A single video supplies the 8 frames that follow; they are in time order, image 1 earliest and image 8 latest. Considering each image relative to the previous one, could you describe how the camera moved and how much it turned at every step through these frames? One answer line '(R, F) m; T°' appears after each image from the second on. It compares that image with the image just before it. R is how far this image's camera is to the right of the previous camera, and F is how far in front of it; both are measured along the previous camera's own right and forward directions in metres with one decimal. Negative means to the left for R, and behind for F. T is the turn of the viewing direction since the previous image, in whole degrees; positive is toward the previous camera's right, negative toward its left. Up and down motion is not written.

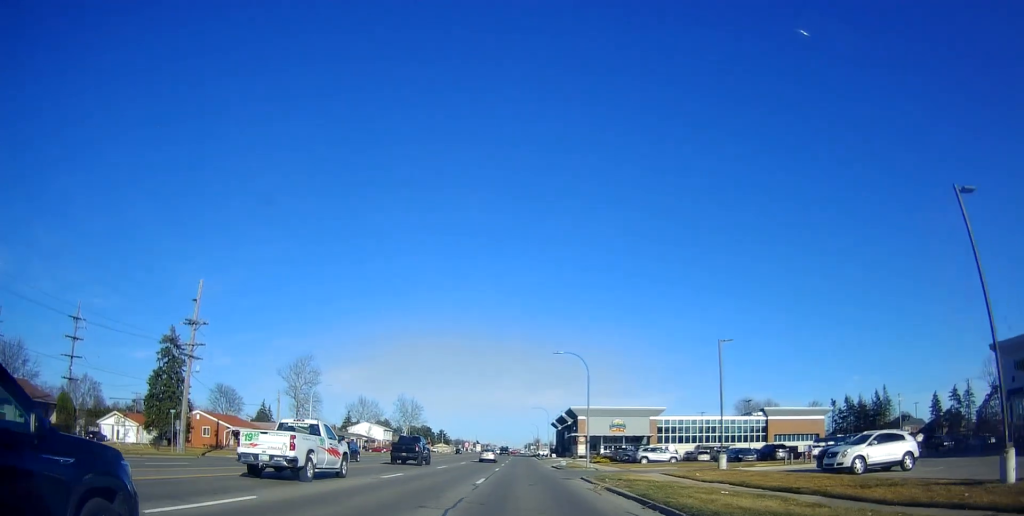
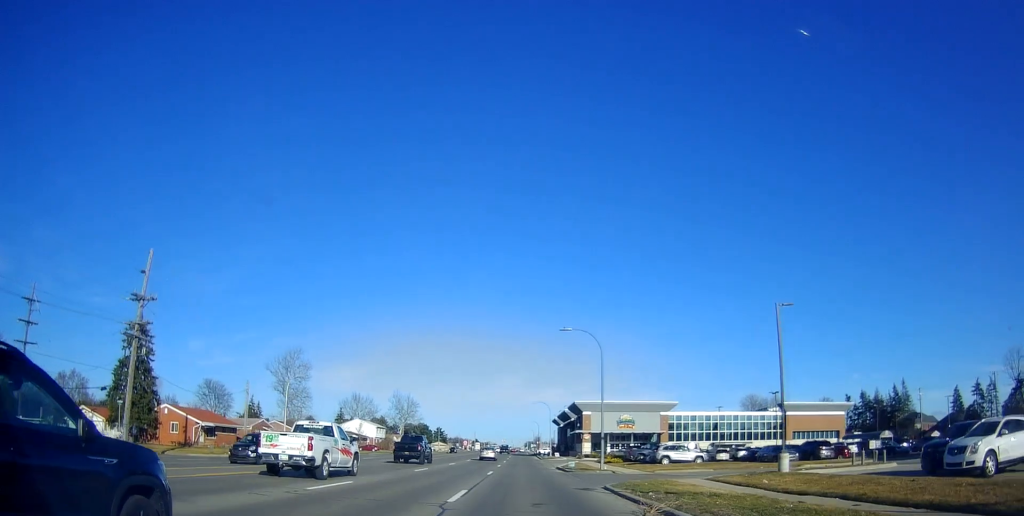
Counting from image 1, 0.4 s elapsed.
(0.0, +7.9) m; +1°
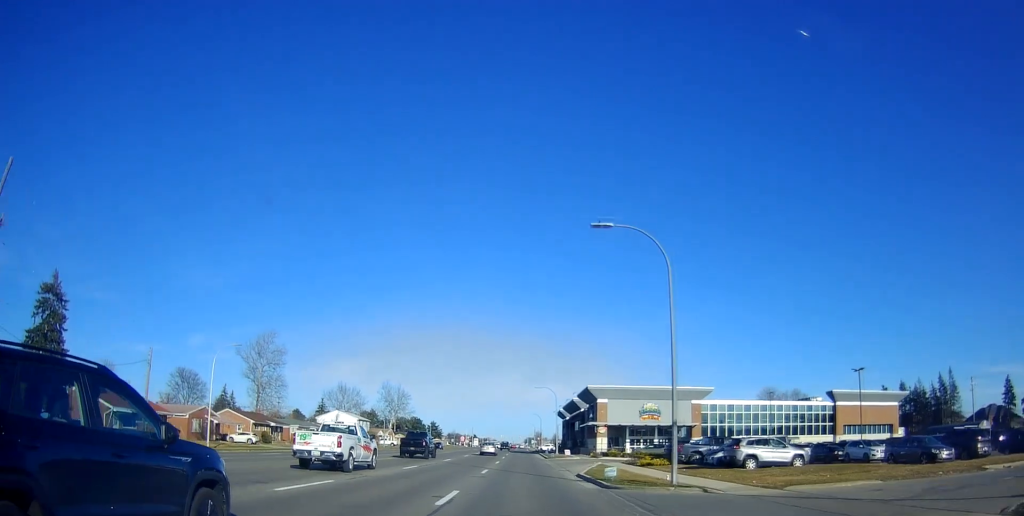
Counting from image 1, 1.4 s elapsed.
(+0.2, +17.2) m; +2°
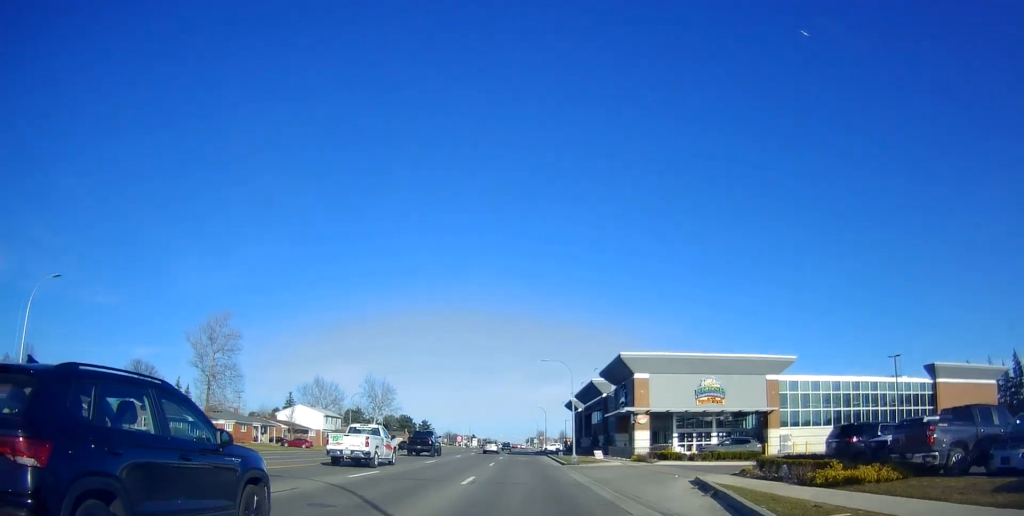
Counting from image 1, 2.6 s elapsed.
(+0.4, +23.5) m; +1°
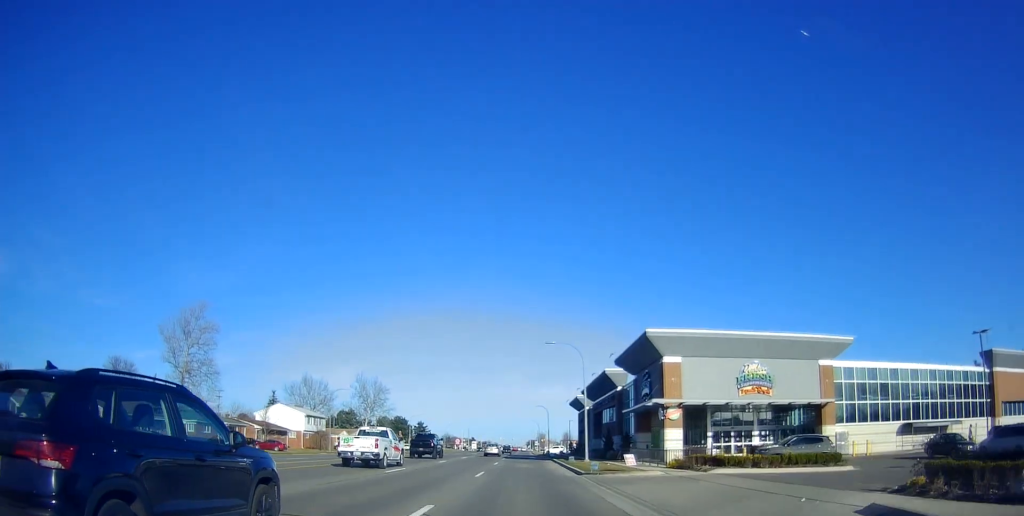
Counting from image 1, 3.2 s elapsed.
(0.0, +10.0) m; 0°
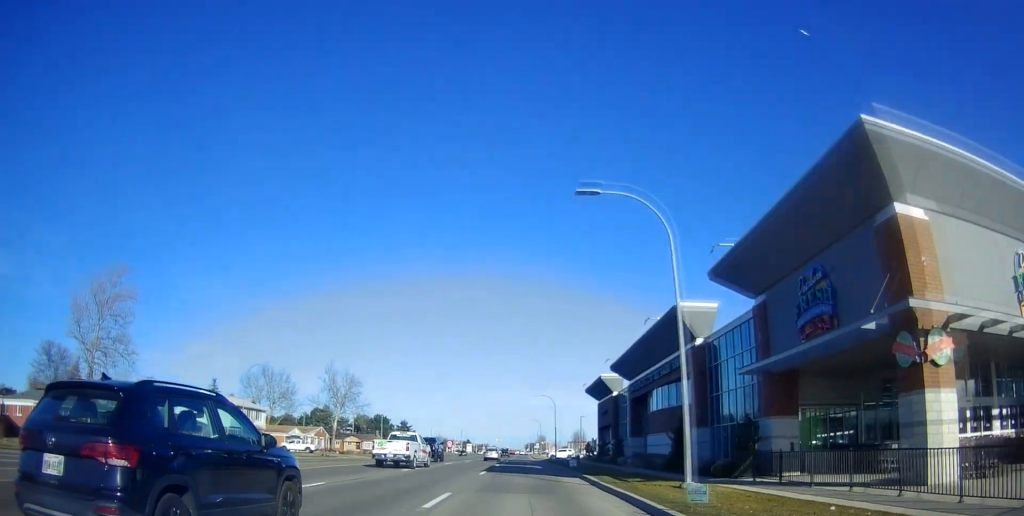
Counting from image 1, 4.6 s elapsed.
(0.0, +26.7) m; -1°
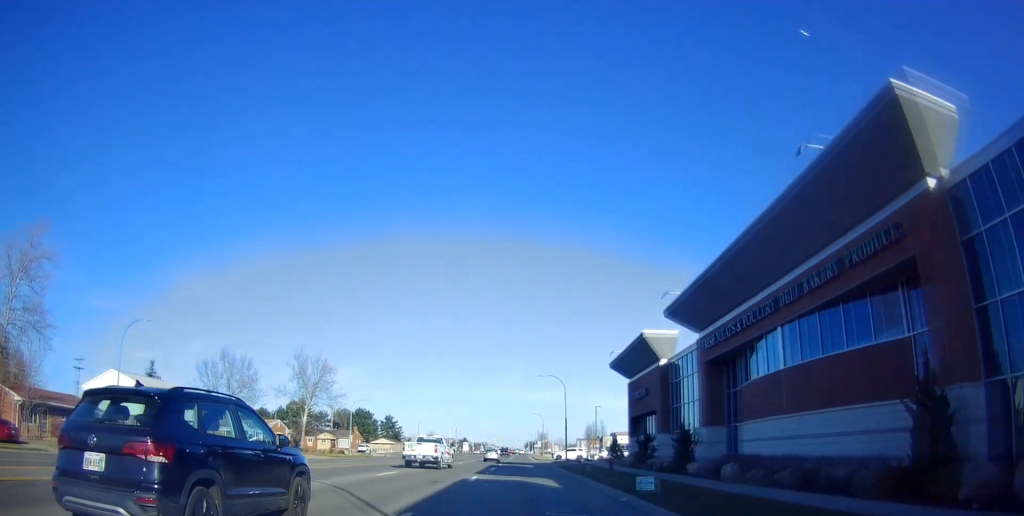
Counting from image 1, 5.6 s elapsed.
(-0.4, +20.4) m; -1°
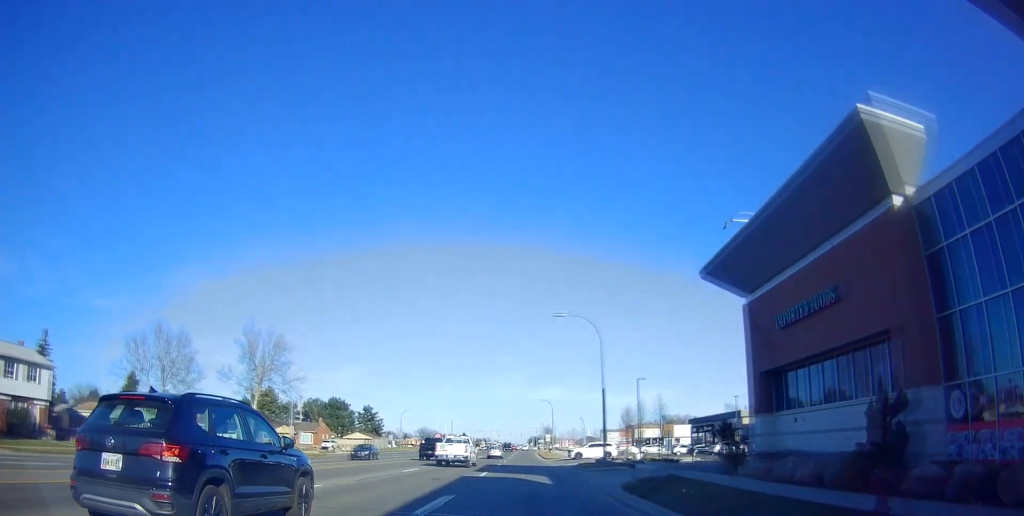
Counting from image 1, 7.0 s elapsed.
(+0.4, +26.2) m; +2°
